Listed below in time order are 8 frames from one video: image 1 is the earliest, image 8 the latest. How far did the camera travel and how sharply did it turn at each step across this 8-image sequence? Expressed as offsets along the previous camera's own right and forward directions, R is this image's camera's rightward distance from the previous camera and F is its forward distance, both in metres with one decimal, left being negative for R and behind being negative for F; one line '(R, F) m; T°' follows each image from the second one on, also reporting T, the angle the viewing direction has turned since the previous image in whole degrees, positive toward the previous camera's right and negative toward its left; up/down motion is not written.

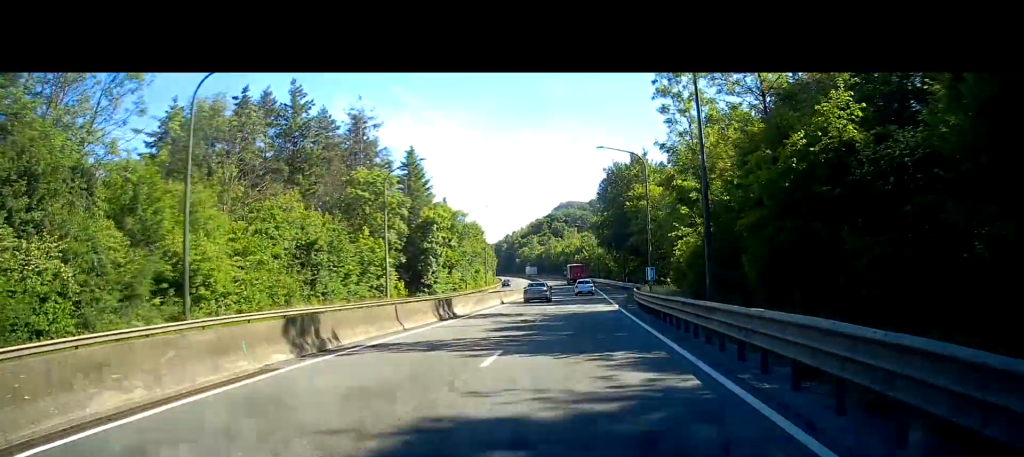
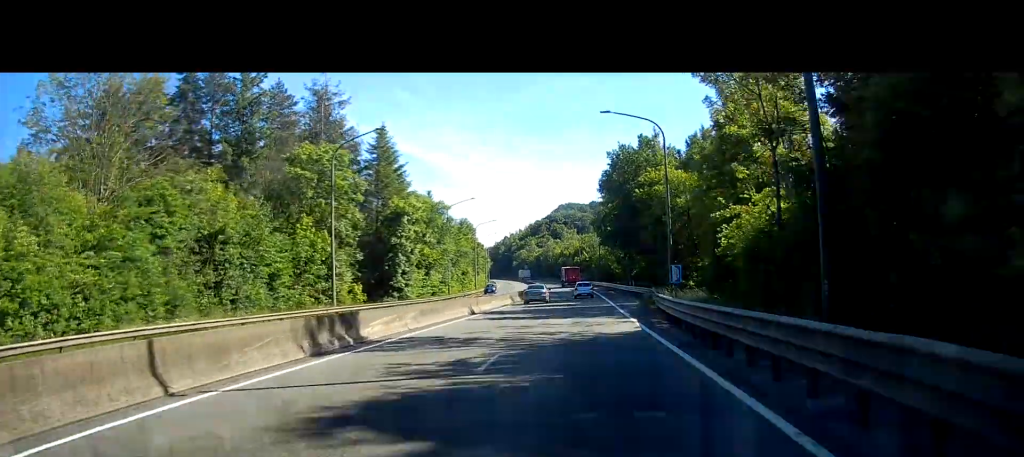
(+0.2, +12.9) m; +1°
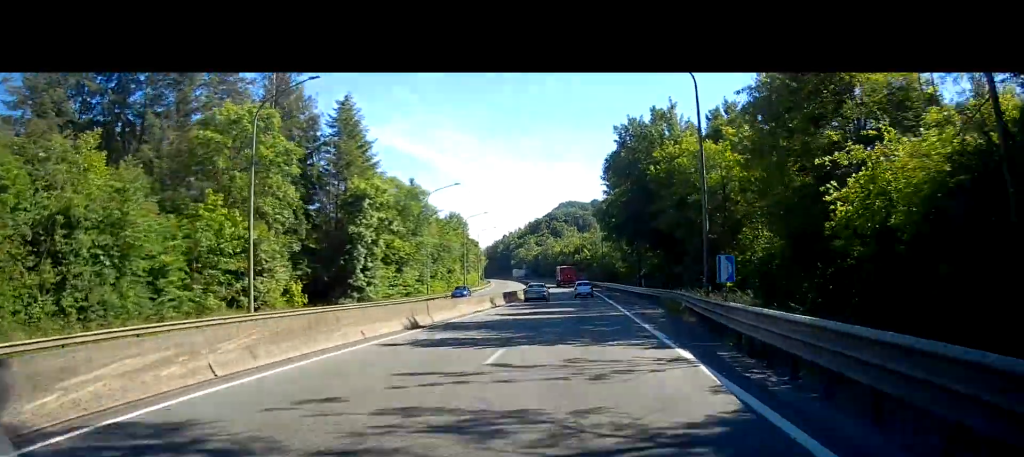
(0.0, +12.1) m; 0°
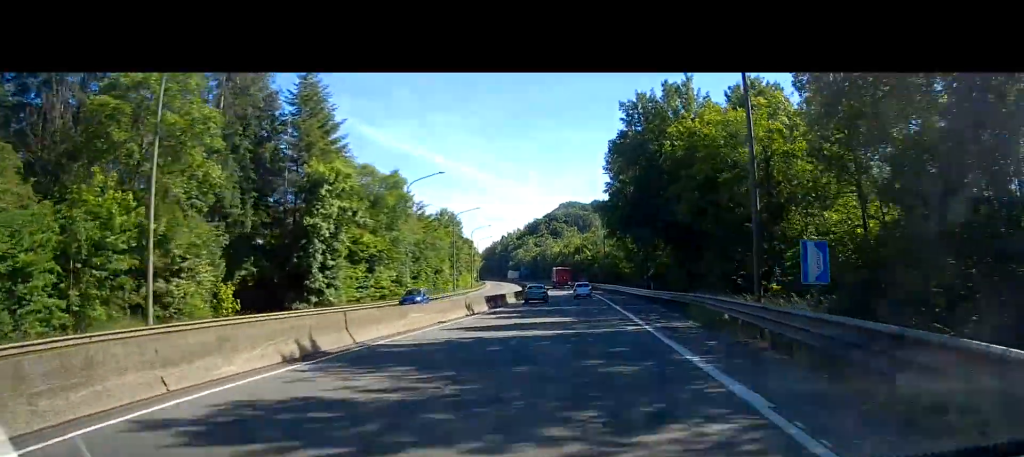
(0.0, +8.6) m; 0°
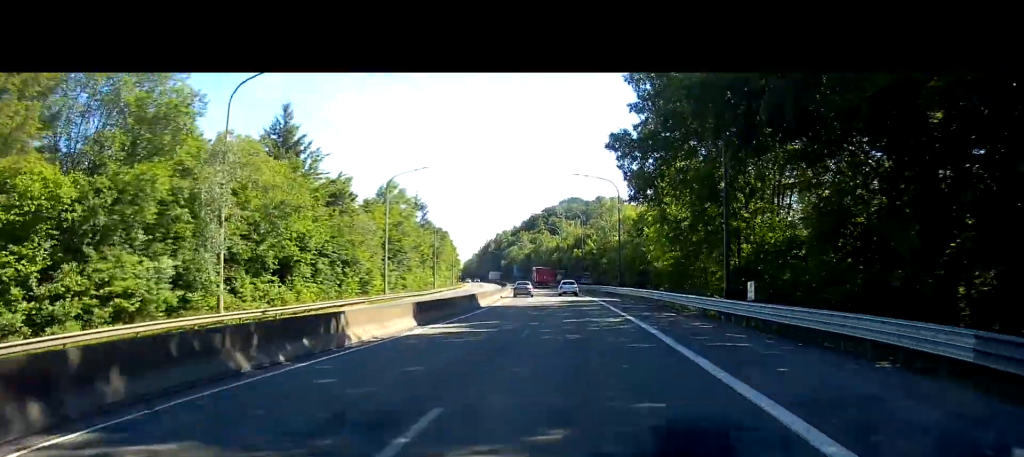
(-0.3, +35.7) m; 0°
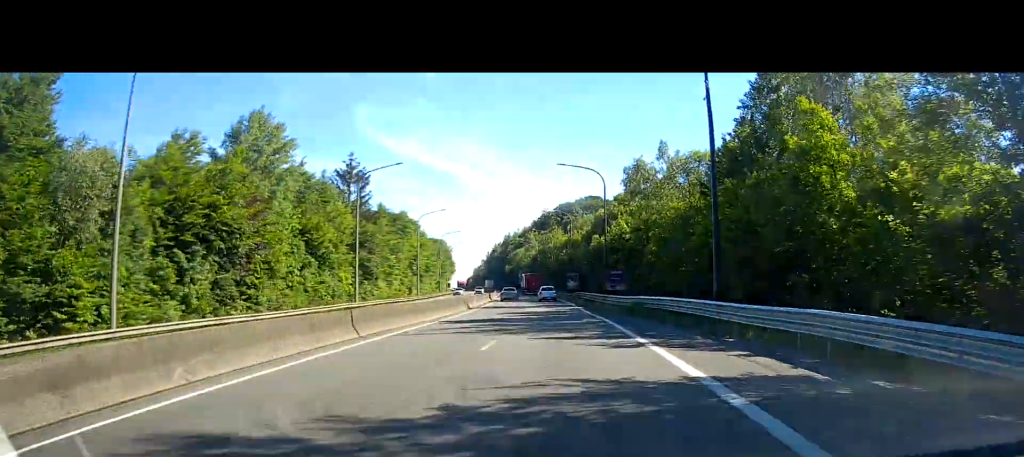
(+0.3, +41.2) m; 0°
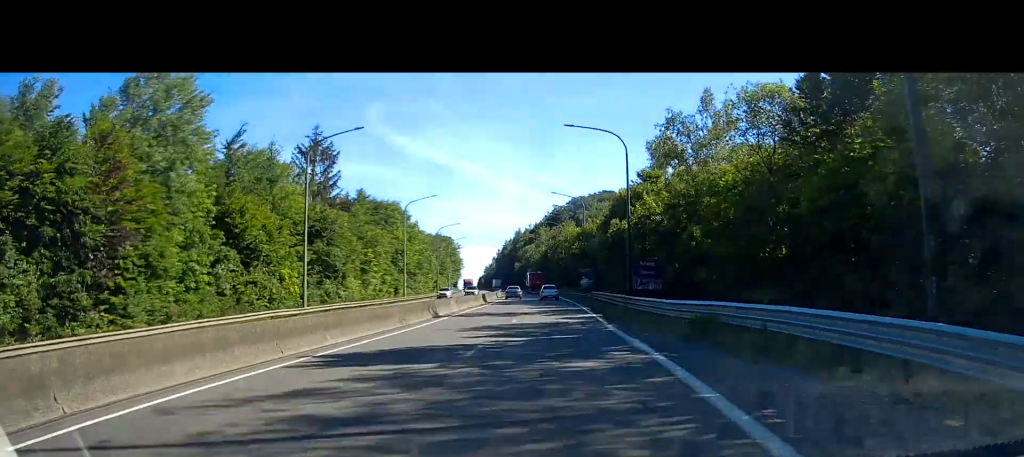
(+0.1, +14.2) m; -2°
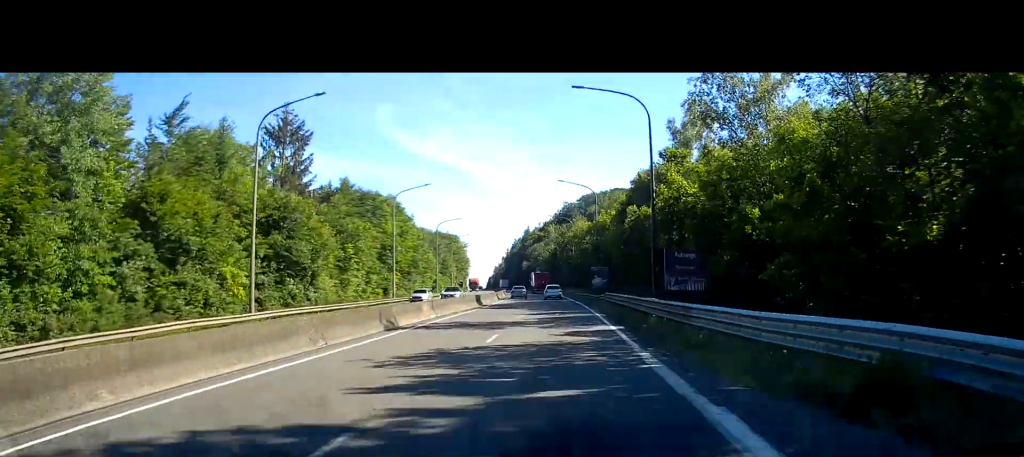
(-0.4, +9.2) m; -2°
